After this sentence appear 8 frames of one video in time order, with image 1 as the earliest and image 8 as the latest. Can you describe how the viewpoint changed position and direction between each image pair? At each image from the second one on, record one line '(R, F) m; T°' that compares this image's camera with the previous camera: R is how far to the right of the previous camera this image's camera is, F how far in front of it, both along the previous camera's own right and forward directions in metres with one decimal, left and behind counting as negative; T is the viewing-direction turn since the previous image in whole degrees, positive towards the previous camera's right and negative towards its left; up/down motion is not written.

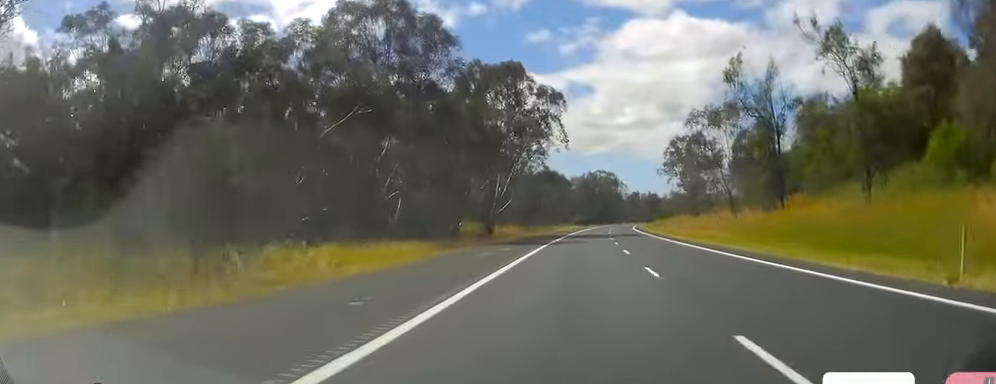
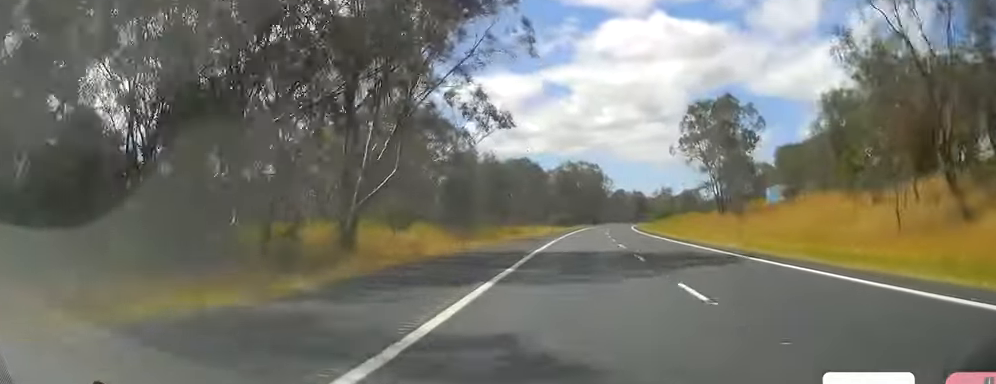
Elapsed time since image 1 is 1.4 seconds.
(+0.5, +41.0) m; +1°
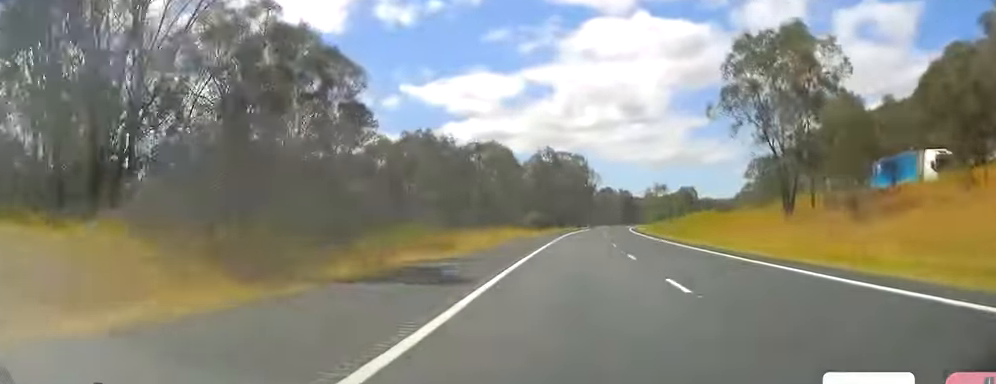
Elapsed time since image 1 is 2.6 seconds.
(0.0, +34.2) m; +1°
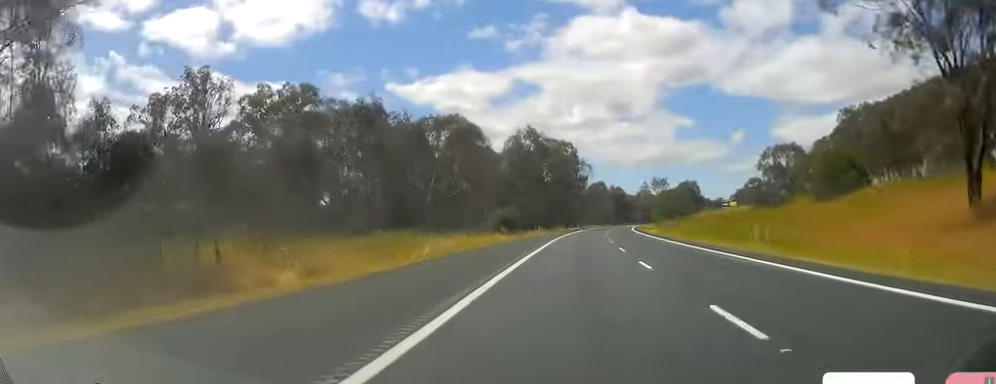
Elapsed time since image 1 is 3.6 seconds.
(+0.5, +29.2) m; +2°
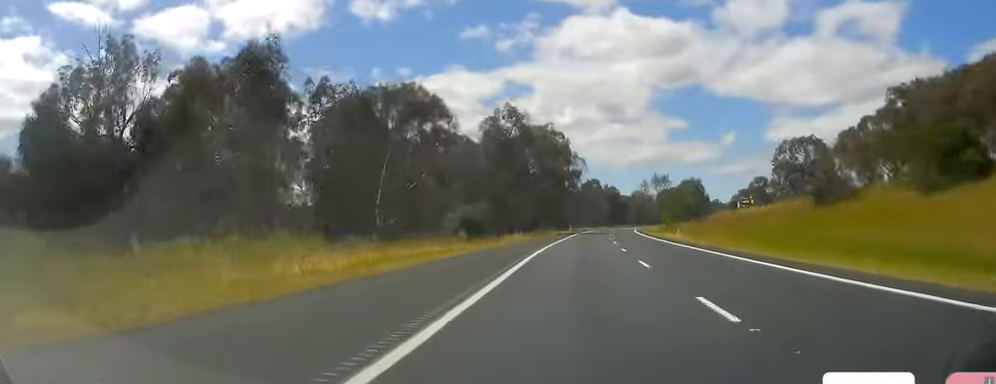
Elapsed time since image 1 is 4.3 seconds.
(+0.3, +22.3) m; +1°
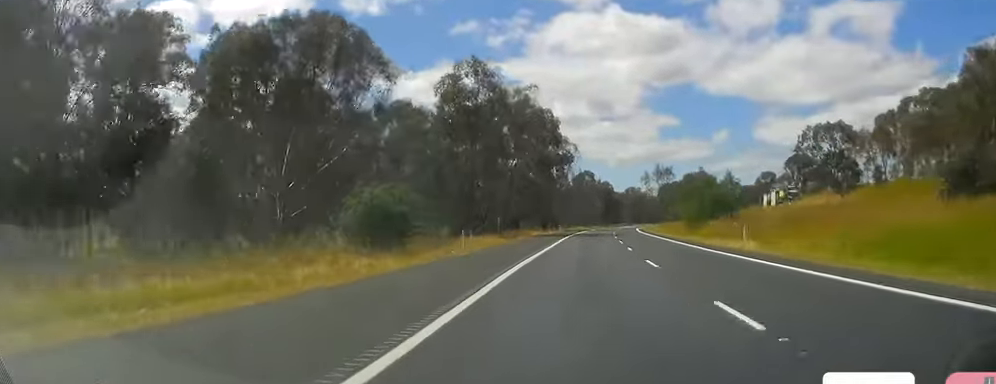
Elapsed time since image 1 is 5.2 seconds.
(-0.2, +24.3) m; +1°
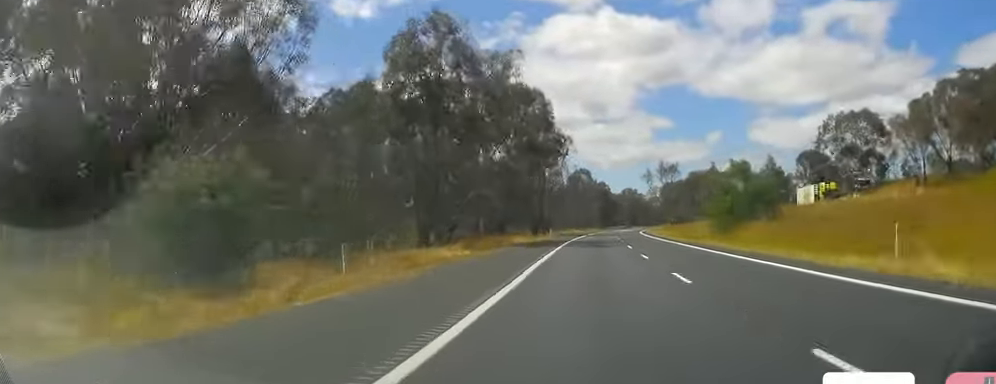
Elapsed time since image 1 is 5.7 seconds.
(+0.4, +16.5) m; +1°
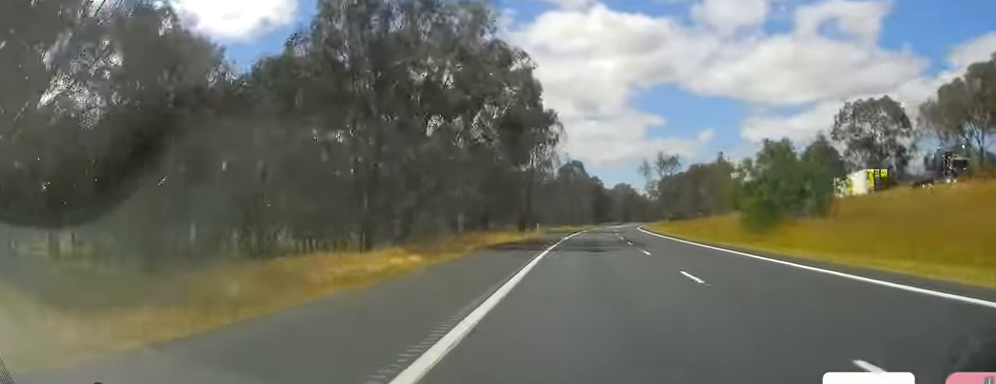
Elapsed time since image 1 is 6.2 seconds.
(+0.1, +12.7) m; +1°
